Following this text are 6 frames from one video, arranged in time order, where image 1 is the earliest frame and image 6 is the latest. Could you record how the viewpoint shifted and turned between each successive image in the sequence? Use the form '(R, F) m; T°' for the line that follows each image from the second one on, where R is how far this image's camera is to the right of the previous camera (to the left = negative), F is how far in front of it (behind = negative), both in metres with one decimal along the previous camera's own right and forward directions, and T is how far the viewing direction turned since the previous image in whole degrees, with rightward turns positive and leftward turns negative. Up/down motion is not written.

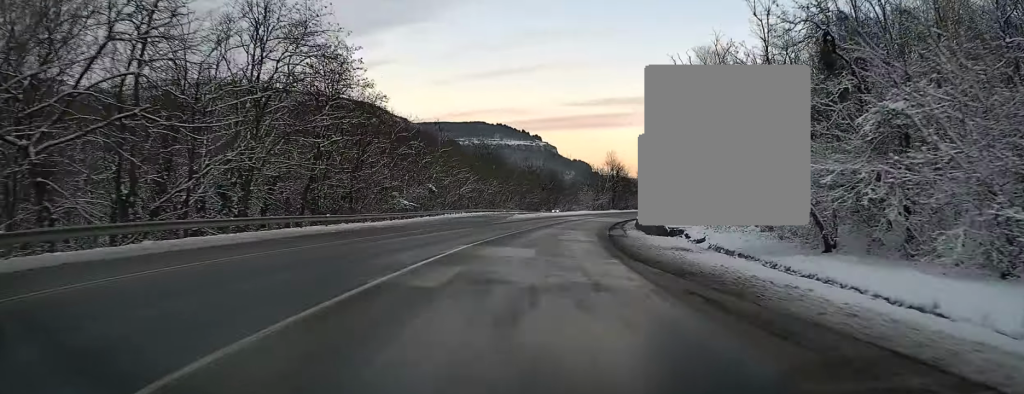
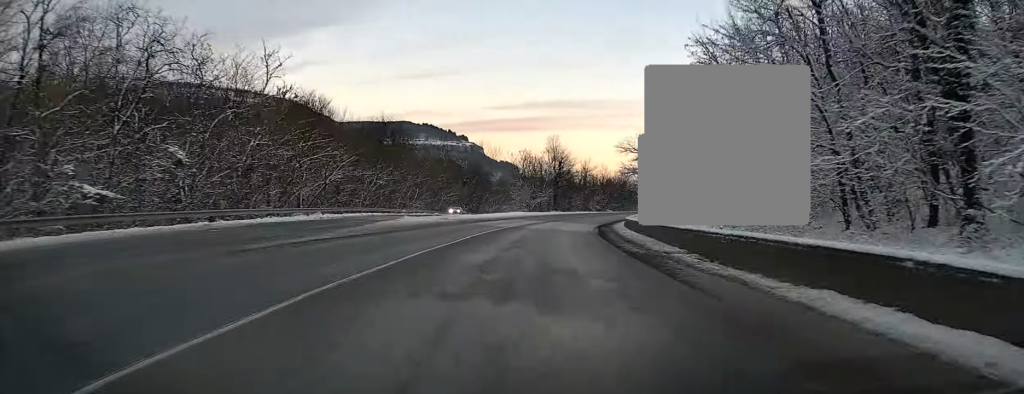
(+2.1, +38.7) m; +6°
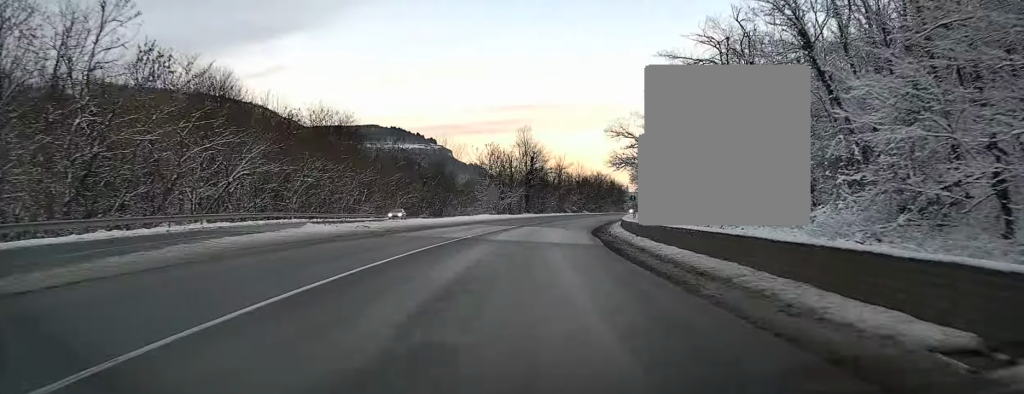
(+0.3, +16.1) m; +2°
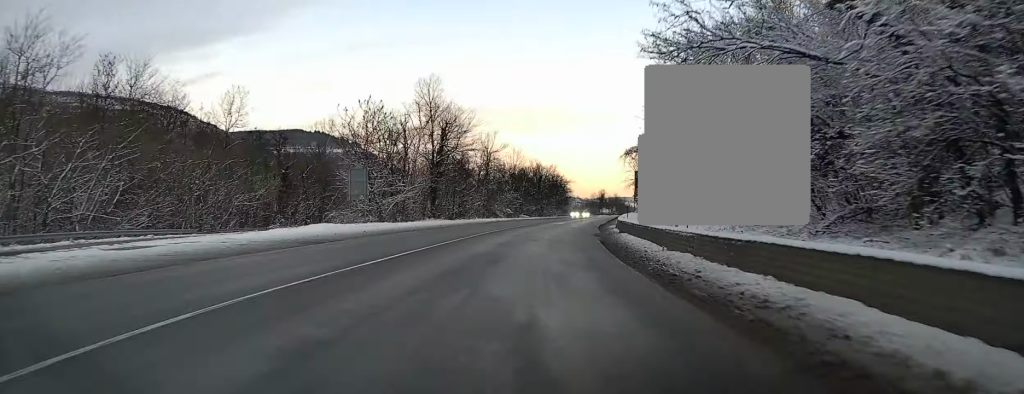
(+2.3, +44.4) m; +6°
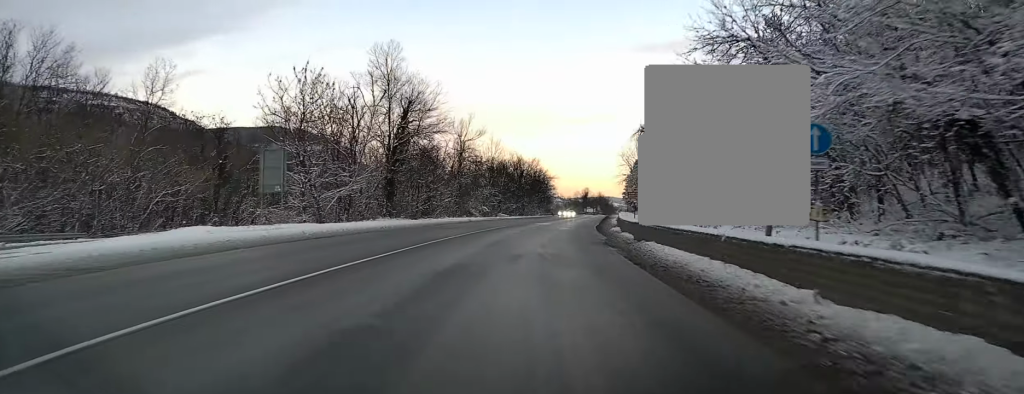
(+0.2, +13.1) m; +2°
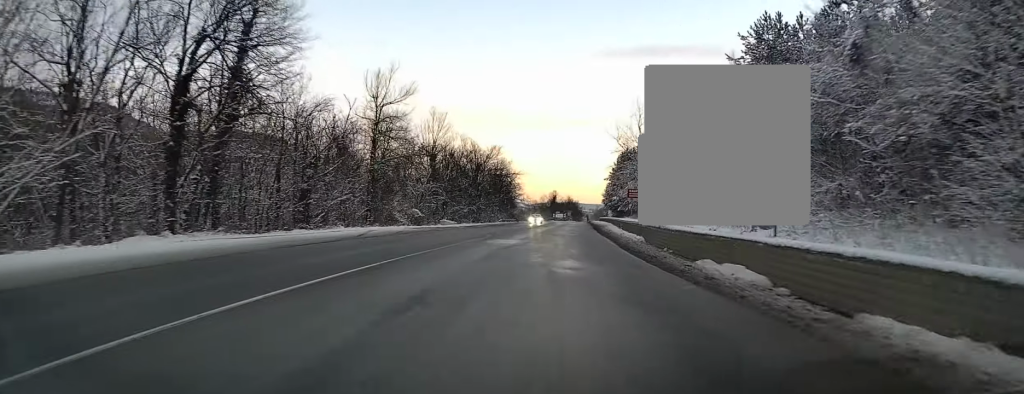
(+1.1, +30.5) m; +3°
